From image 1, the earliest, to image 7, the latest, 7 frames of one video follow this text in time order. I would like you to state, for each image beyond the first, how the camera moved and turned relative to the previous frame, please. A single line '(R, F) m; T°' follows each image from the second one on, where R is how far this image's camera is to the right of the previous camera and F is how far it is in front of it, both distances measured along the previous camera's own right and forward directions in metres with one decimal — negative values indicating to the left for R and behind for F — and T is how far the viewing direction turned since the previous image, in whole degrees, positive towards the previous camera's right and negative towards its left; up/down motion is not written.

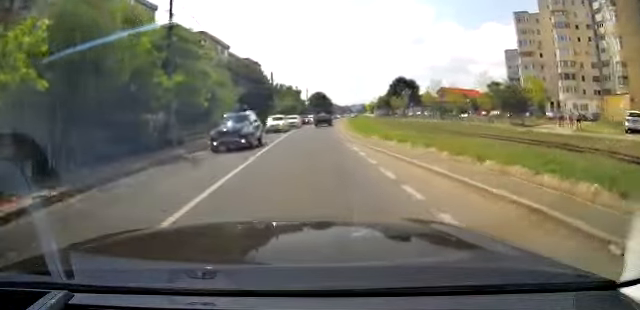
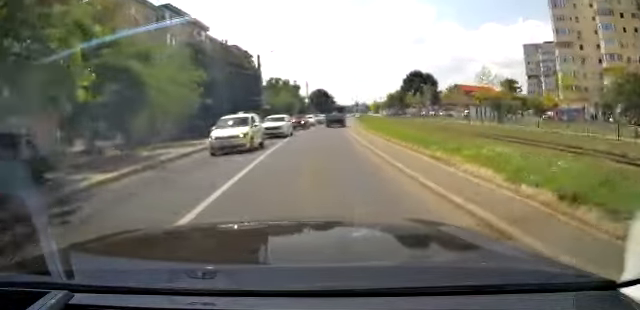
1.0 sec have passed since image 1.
(-1.5, +14.4) m; -6°
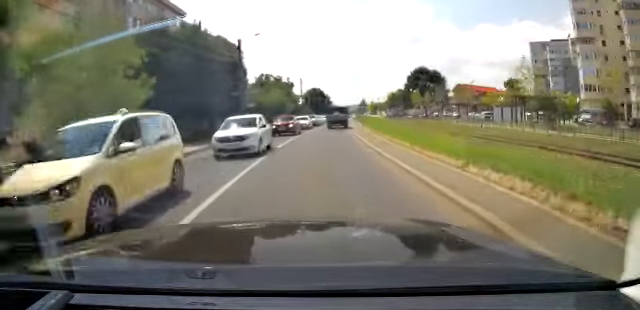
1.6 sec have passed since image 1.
(0.0, +8.4) m; 0°
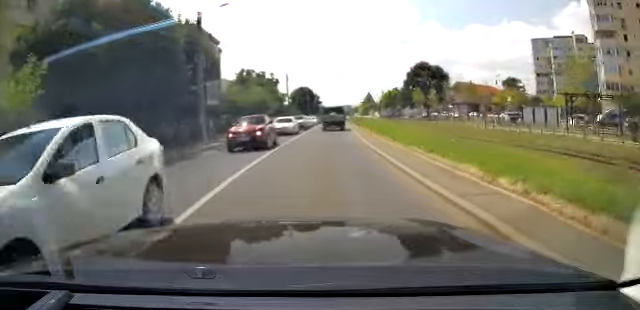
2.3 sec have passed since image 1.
(+0.1, +8.7) m; +2°
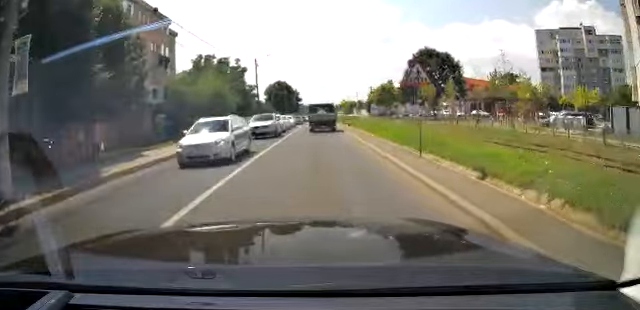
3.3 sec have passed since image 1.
(+0.5, +13.9) m; +4°
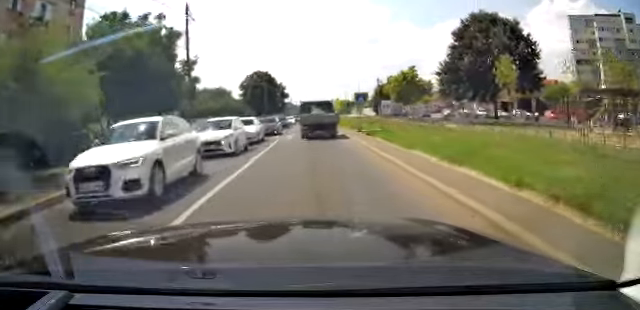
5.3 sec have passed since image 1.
(+0.9, +23.5) m; +2°
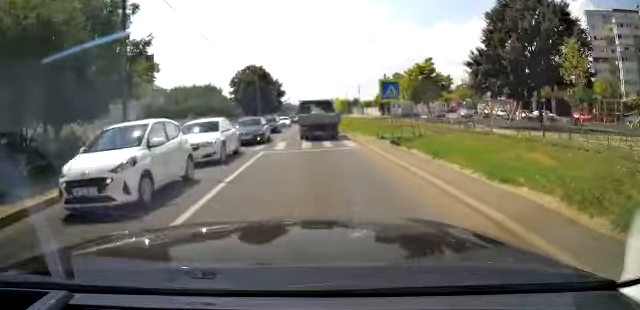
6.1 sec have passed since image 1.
(0.0, +8.7) m; 0°
